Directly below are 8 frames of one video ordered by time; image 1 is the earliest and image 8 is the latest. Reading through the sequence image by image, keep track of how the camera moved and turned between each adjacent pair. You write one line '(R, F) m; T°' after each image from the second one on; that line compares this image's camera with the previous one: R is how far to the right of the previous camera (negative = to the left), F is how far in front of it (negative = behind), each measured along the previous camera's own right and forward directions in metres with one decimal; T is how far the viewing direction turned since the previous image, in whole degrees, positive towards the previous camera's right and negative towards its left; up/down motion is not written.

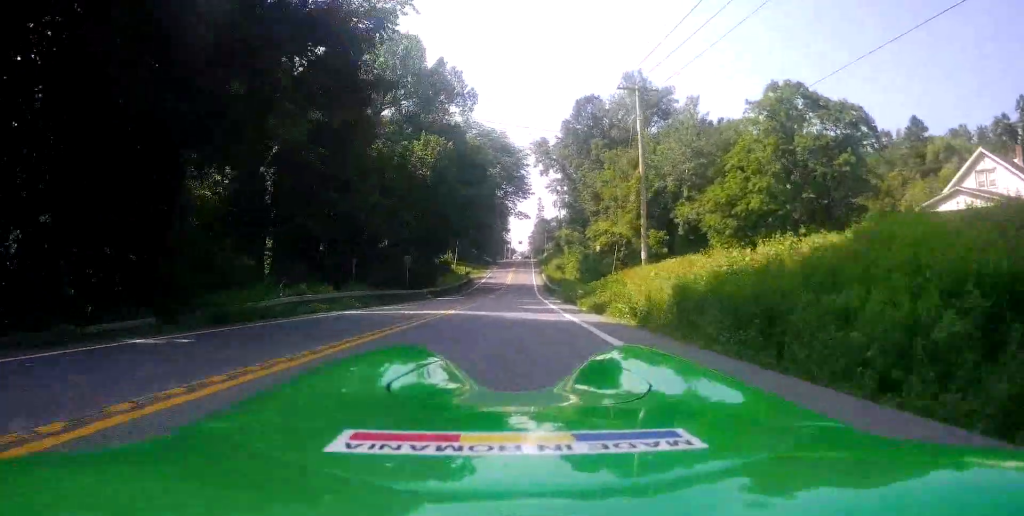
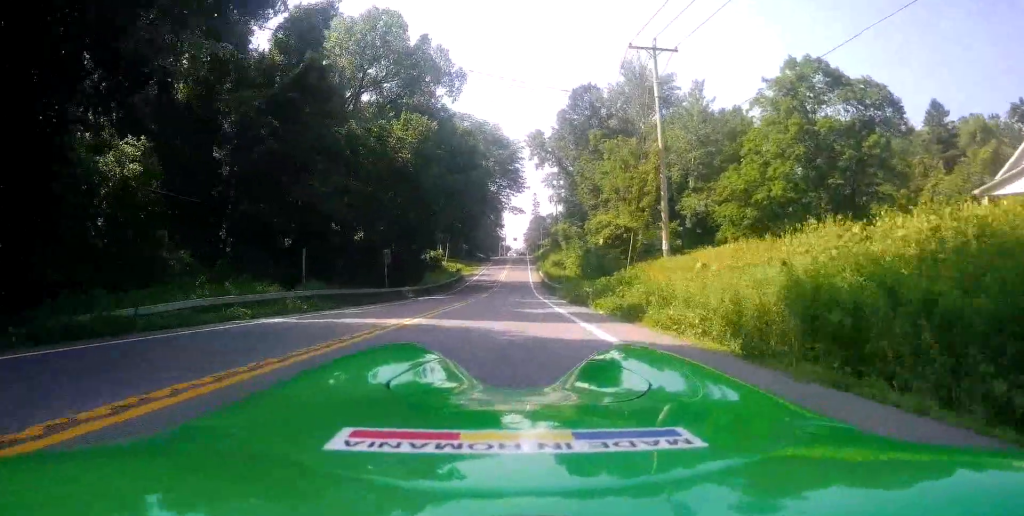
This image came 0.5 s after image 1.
(0.0, +5.8) m; +1°
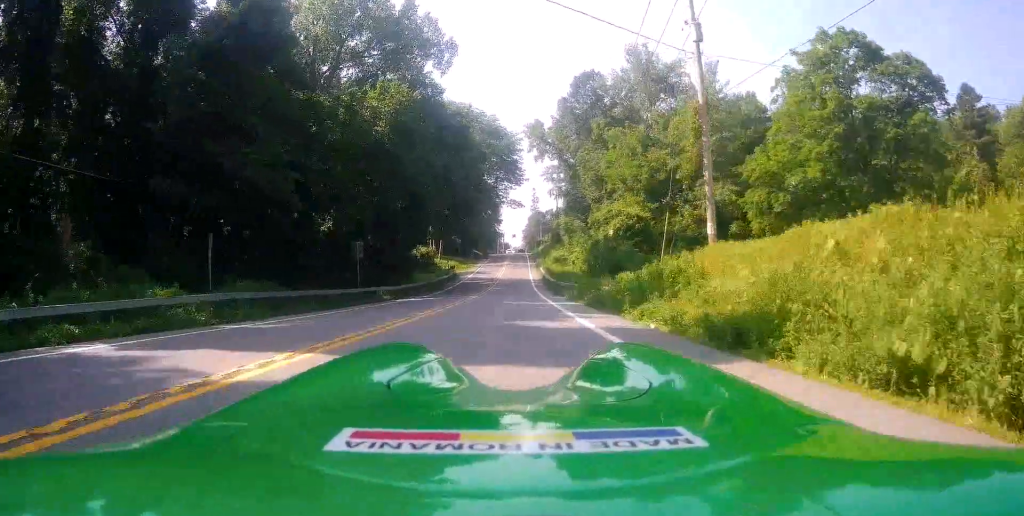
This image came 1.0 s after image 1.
(-0.1, +6.4) m; +1°
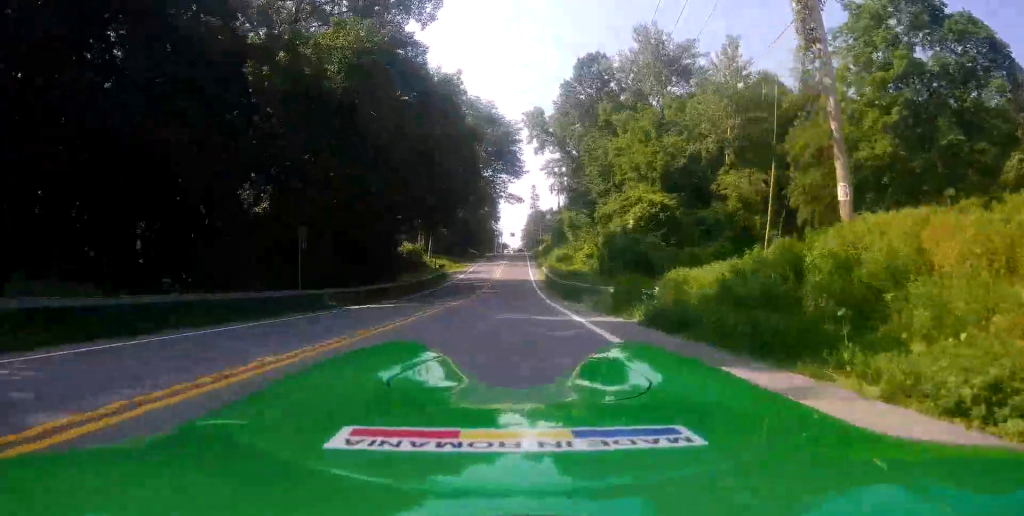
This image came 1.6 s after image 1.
(+0.2, +8.6) m; 0°
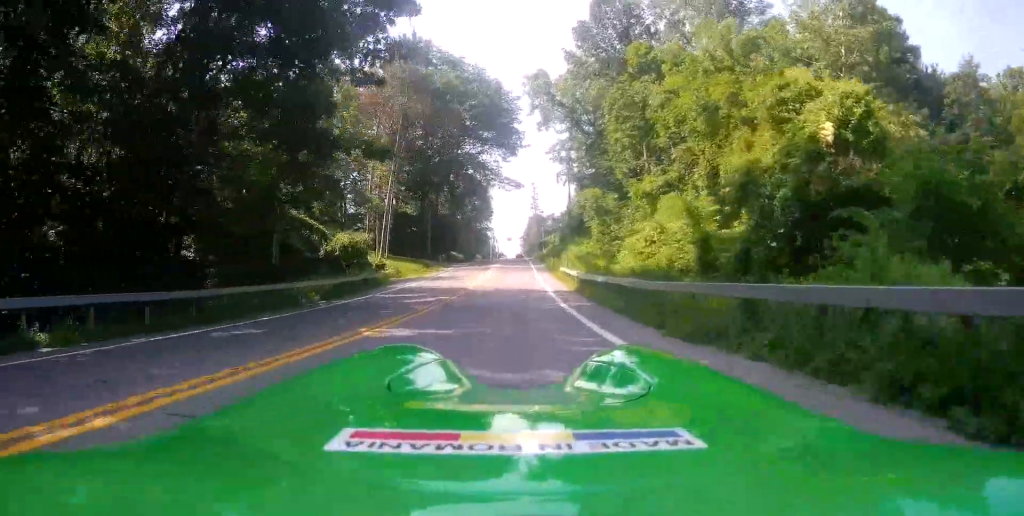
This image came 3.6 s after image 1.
(-0.8, +25.8) m; -3°
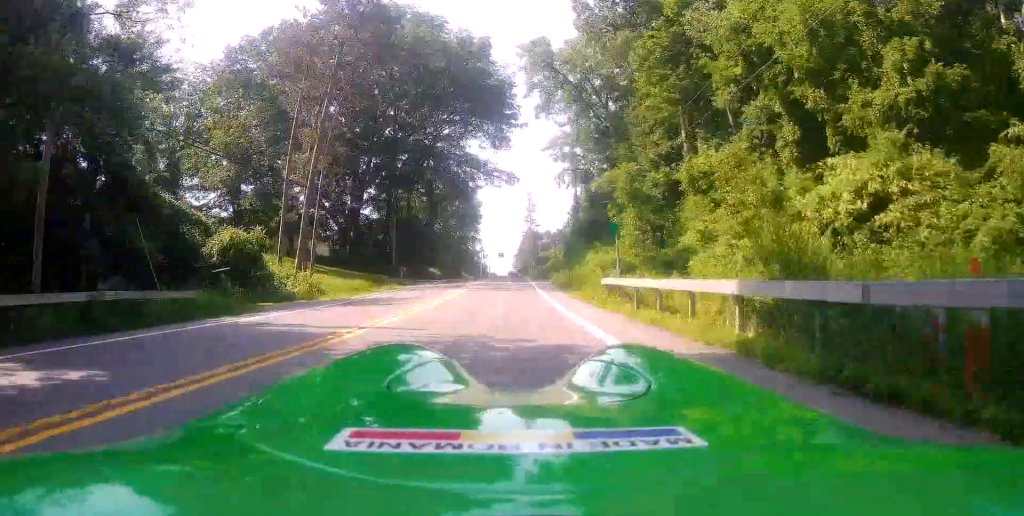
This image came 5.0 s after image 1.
(0.0, +18.8) m; 0°
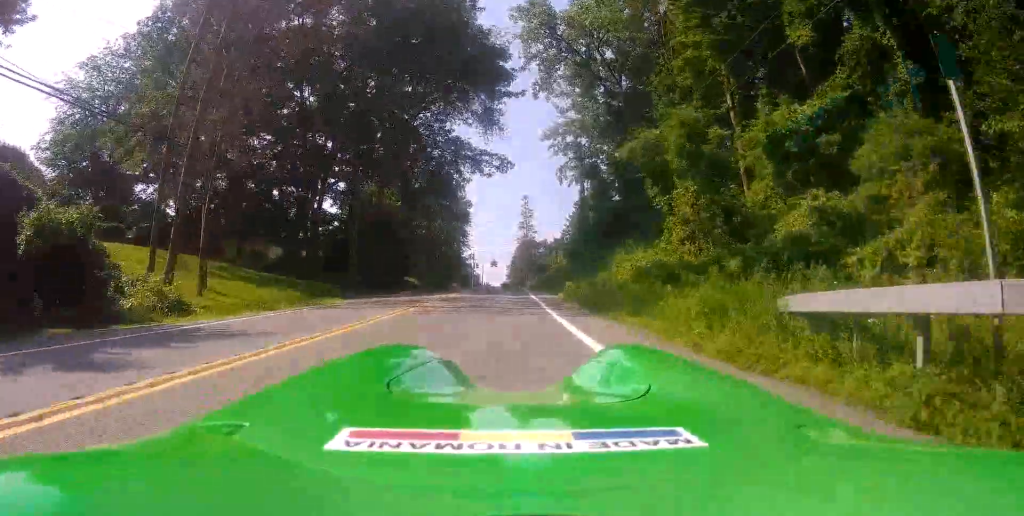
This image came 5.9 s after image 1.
(0.0, +12.3) m; -2°
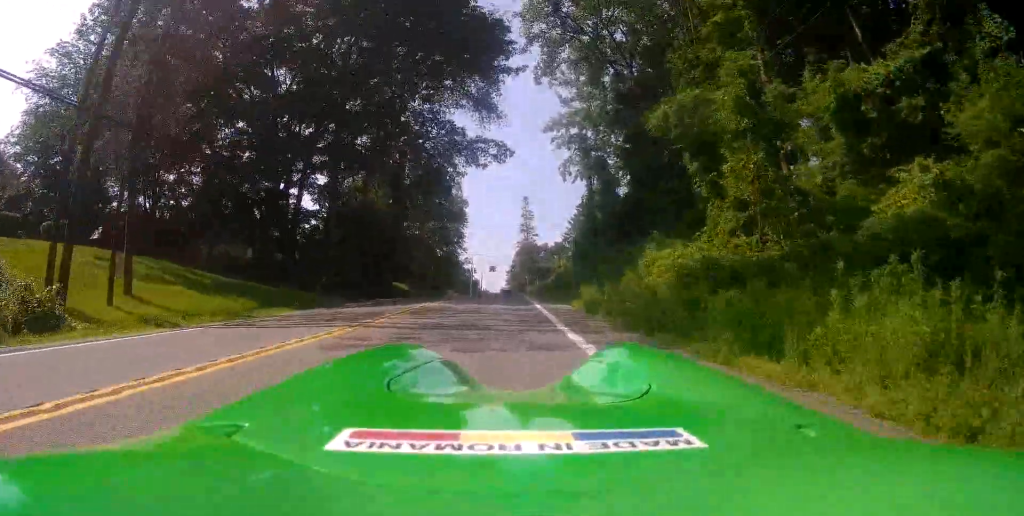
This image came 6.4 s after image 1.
(-0.1, +5.6) m; -1°
